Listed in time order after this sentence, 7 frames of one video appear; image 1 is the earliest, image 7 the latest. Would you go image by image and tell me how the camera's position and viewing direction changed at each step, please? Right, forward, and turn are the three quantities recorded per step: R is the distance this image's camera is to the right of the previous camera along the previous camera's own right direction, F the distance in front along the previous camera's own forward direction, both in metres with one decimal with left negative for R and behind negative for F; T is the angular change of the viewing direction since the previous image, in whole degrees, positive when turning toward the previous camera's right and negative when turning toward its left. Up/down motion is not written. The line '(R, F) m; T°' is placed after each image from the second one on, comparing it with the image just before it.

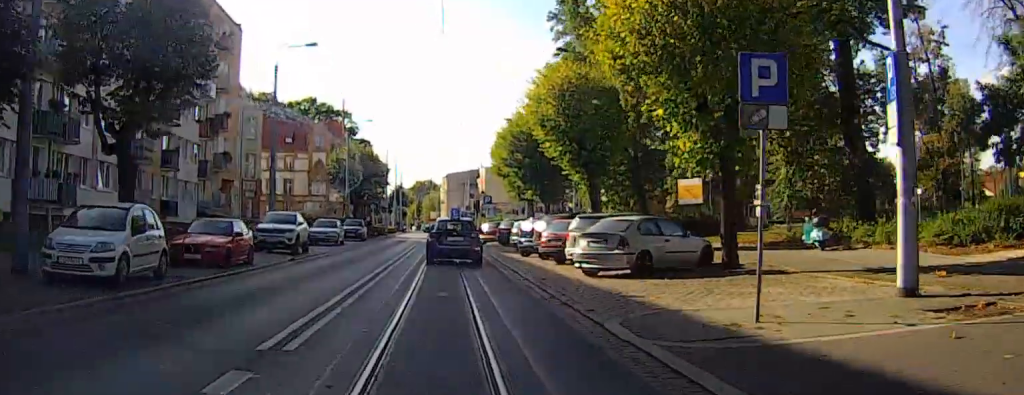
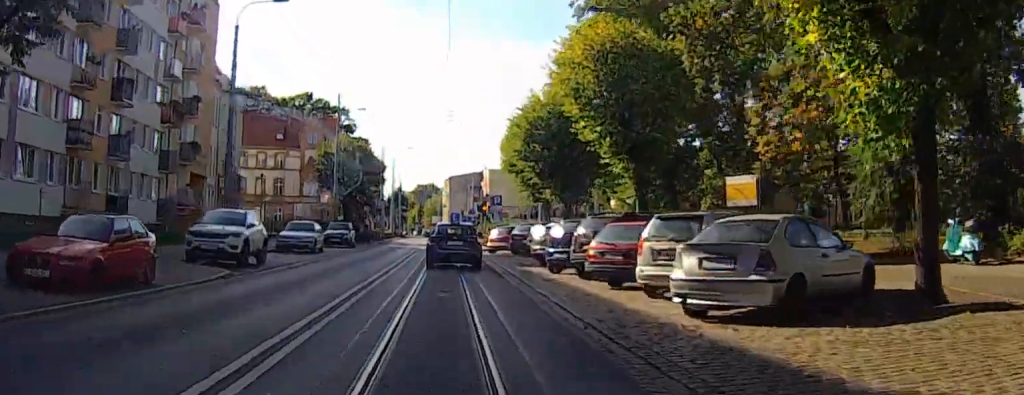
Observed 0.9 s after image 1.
(0.0, +8.8) m; 0°
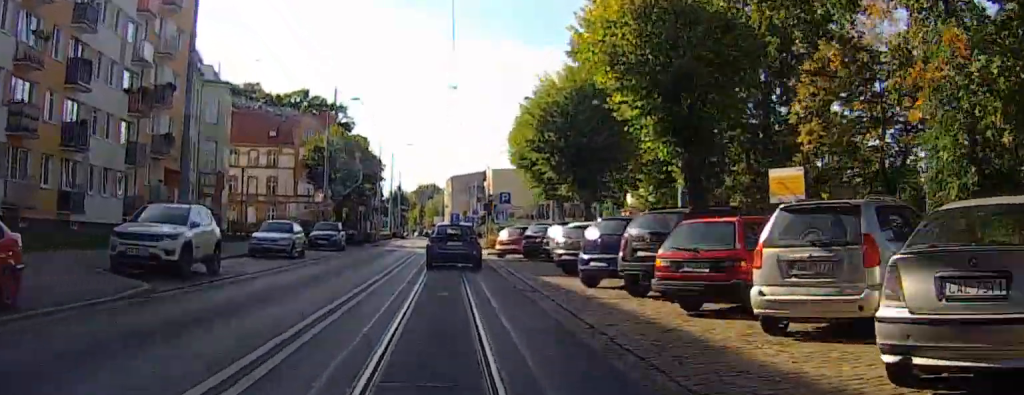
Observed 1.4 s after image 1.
(0.0, +5.8) m; 0°
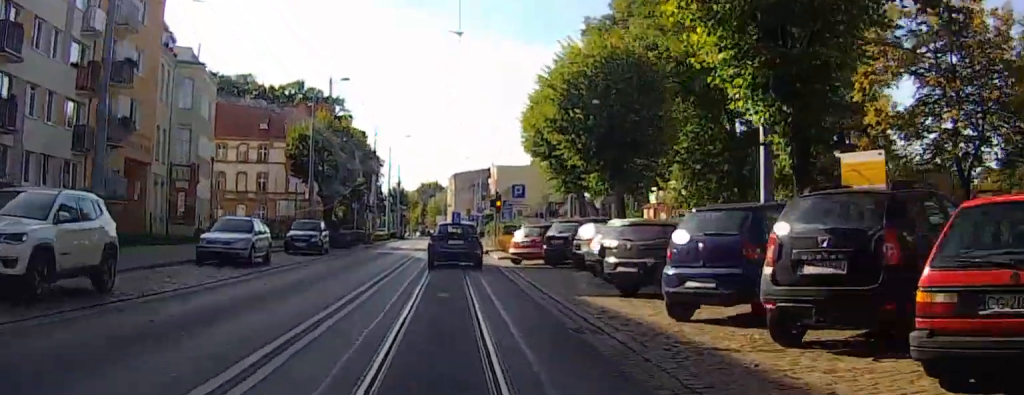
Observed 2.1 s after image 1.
(0.0, +7.2) m; 0°
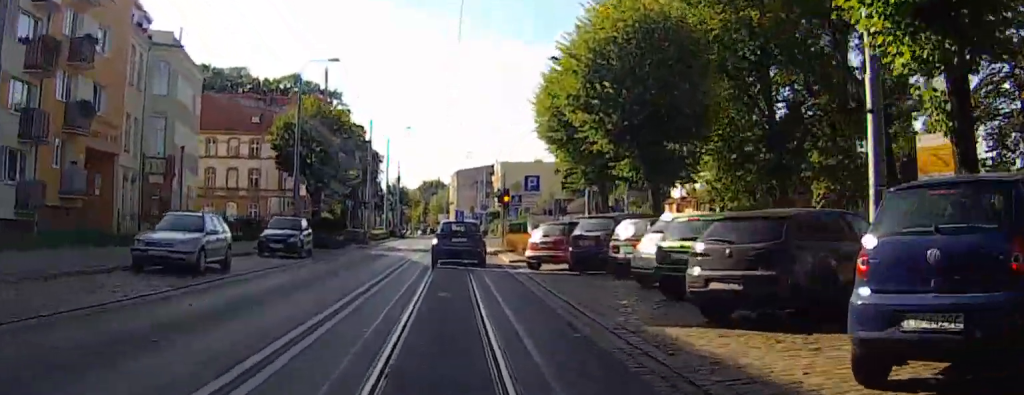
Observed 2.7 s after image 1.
(0.0, +5.5) m; 0°
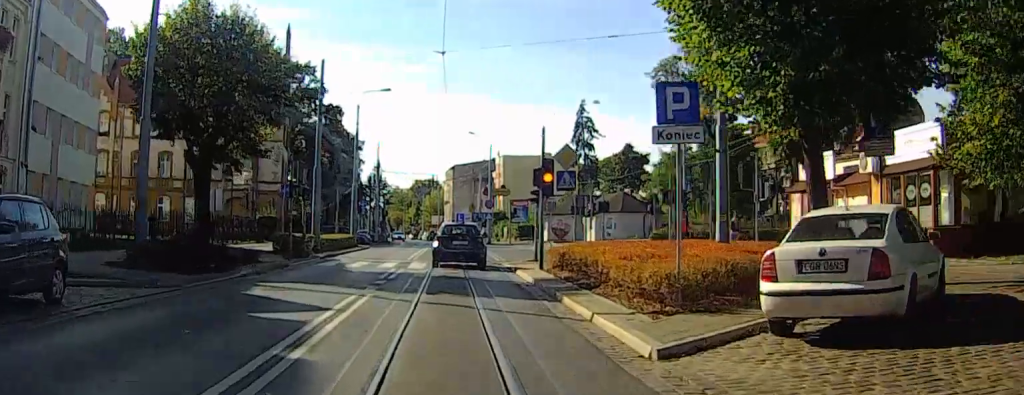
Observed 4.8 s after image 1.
(-0.1, +22.3) m; -2°
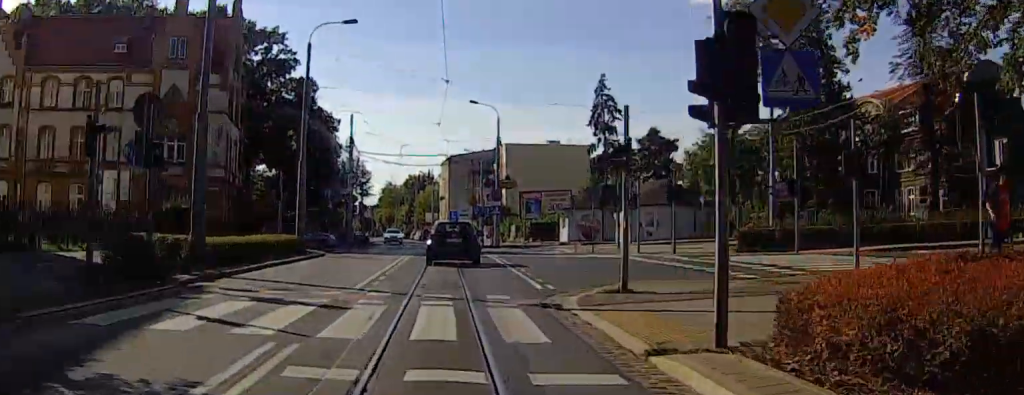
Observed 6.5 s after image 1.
(0.0, +17.9) m; +2°
